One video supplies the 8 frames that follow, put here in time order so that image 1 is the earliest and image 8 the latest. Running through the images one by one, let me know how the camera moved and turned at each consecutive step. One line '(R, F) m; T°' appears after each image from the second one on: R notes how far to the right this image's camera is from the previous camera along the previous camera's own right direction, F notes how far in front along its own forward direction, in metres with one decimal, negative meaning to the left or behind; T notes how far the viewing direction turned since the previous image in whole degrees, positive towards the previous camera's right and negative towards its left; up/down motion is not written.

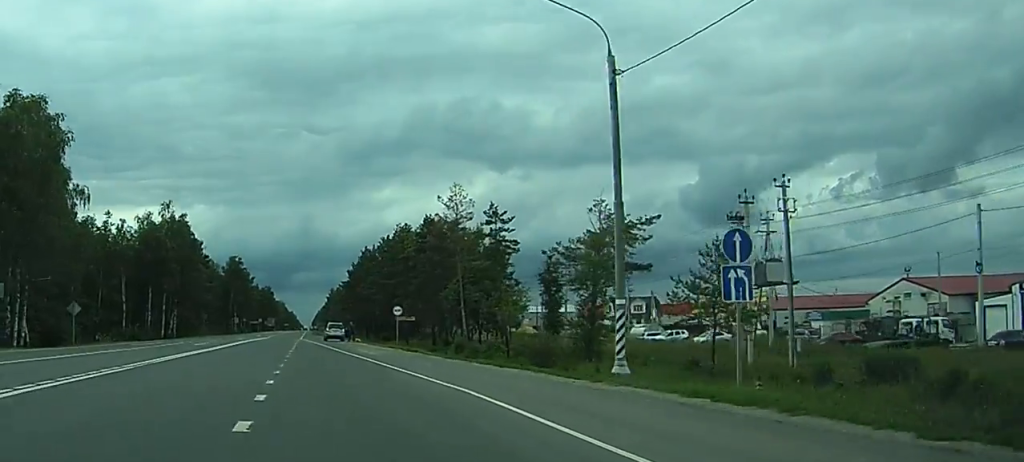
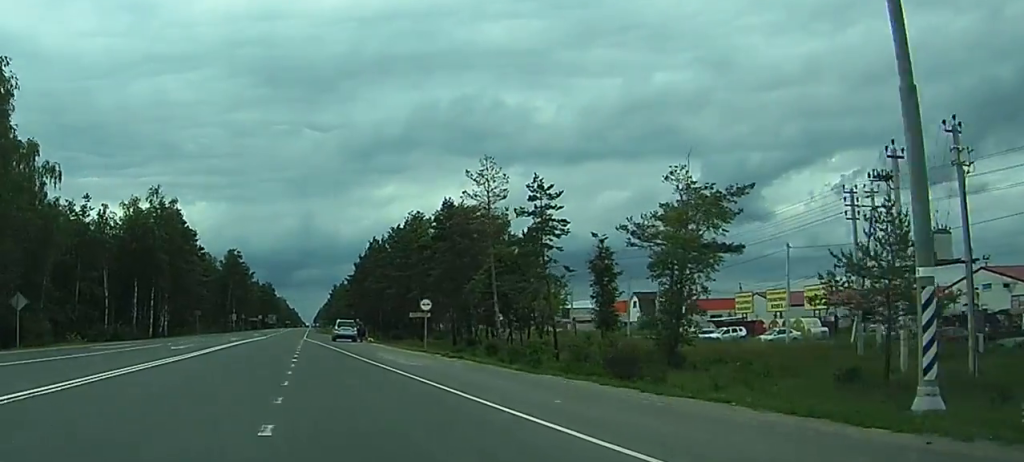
(0.0, +12.3) m; 0°
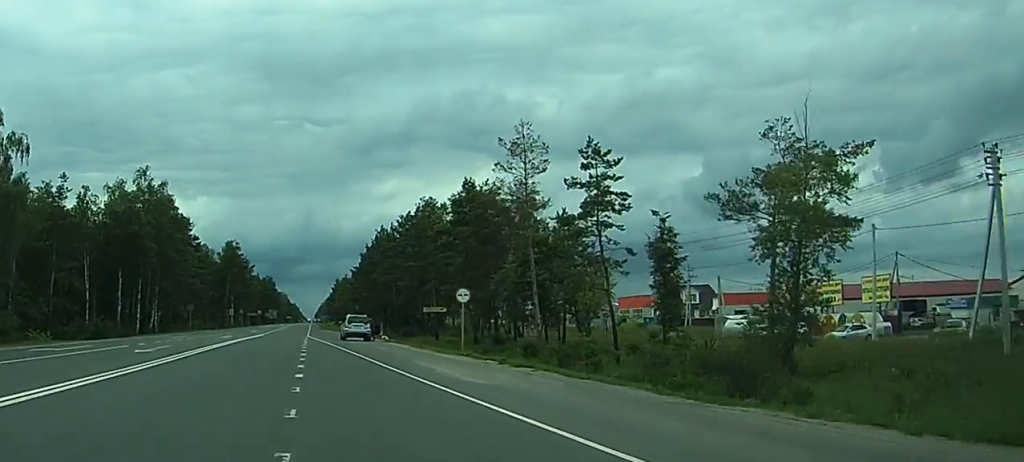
(0.0, +10.6) m; 0°
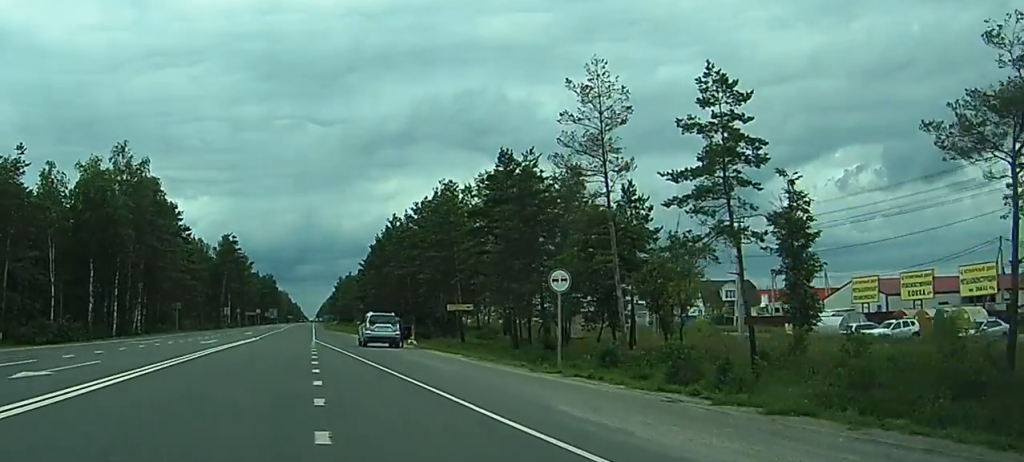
(0.0, +14.4) m; 0°
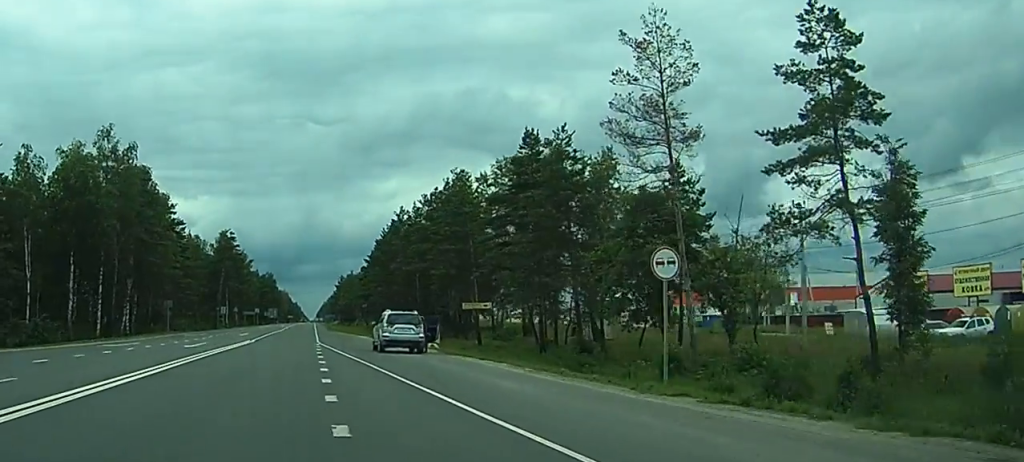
(0.0, +7.5) m; 0°
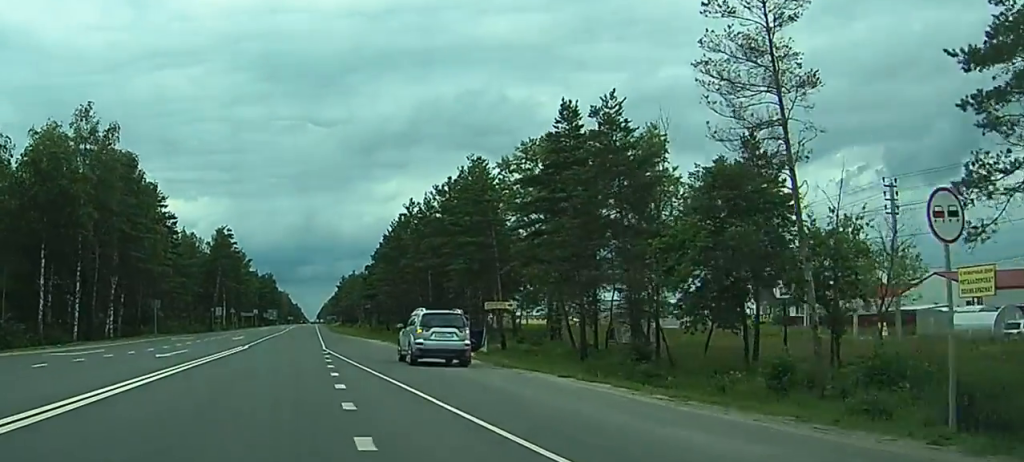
(0.0, +8.9) m; 0°
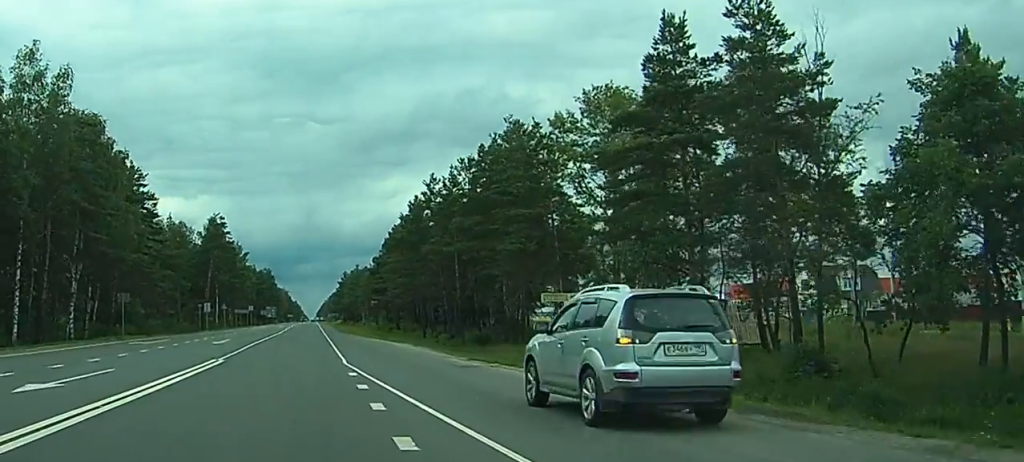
(0.0, +15.9) m; 0°
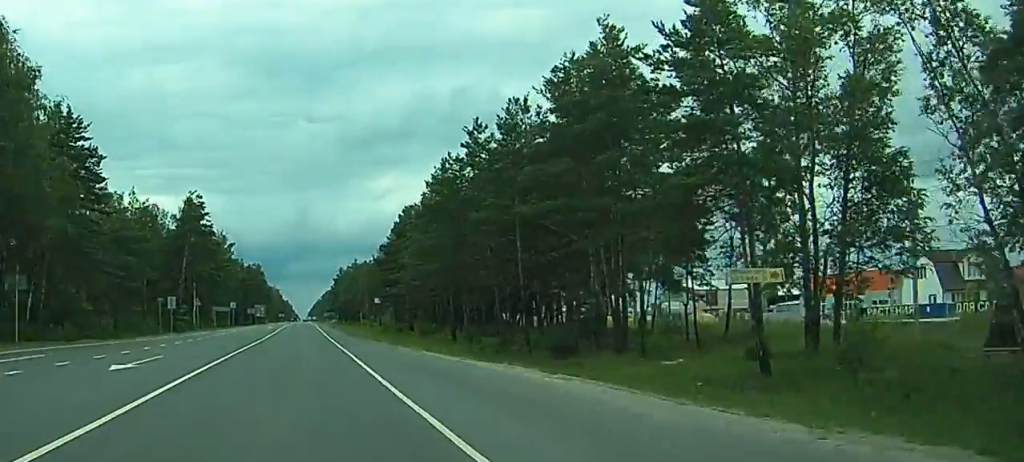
(-0.1, +24.6) m; 0°
